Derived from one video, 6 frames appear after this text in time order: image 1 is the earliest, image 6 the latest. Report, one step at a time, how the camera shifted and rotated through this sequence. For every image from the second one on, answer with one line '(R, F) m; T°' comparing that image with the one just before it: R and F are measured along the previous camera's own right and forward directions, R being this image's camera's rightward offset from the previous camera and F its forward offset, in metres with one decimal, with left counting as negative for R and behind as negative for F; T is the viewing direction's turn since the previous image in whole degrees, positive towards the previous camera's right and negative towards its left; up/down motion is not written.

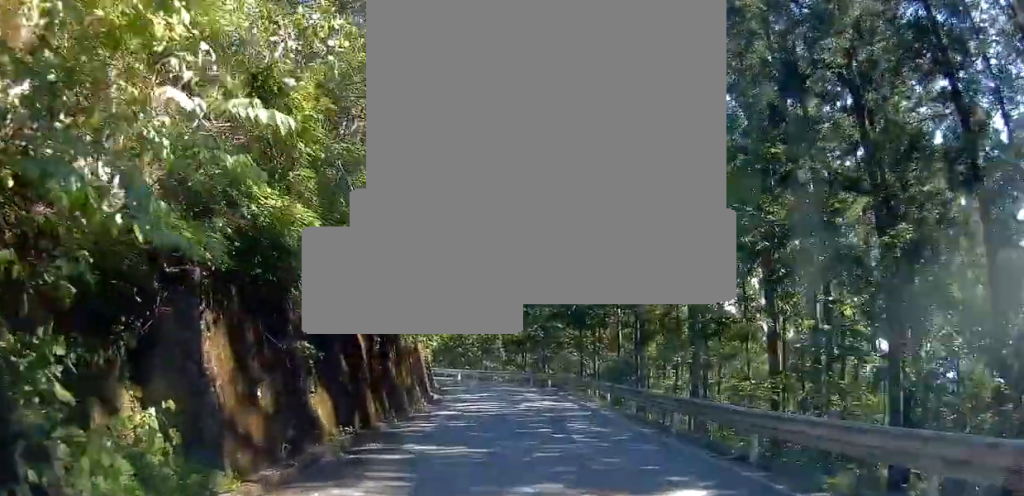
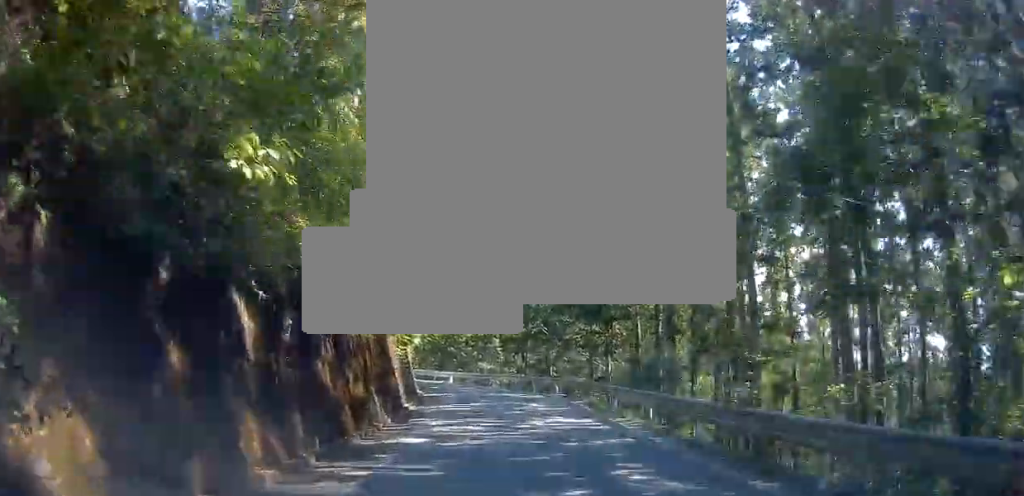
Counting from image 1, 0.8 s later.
(+0.7, +6.1) m; +8°
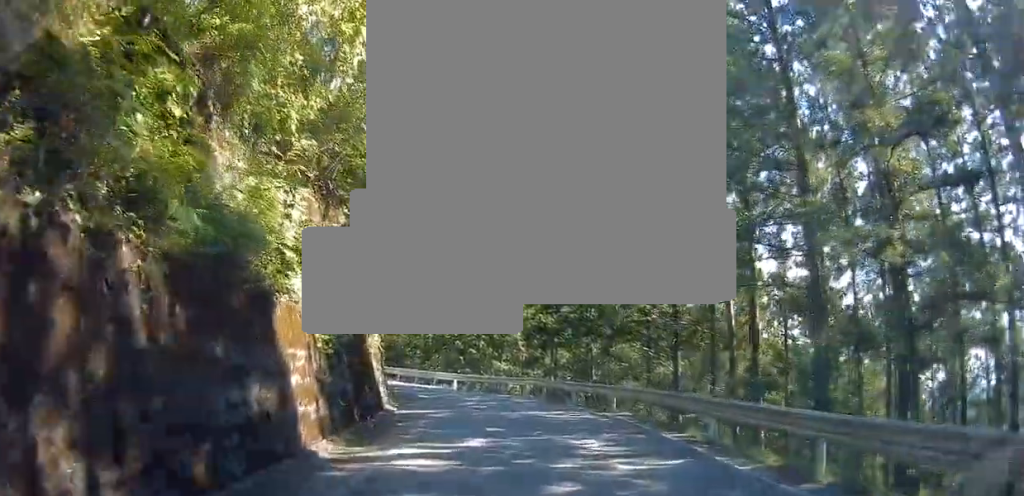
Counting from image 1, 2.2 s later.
(+0.8, +11.3) m; -2°
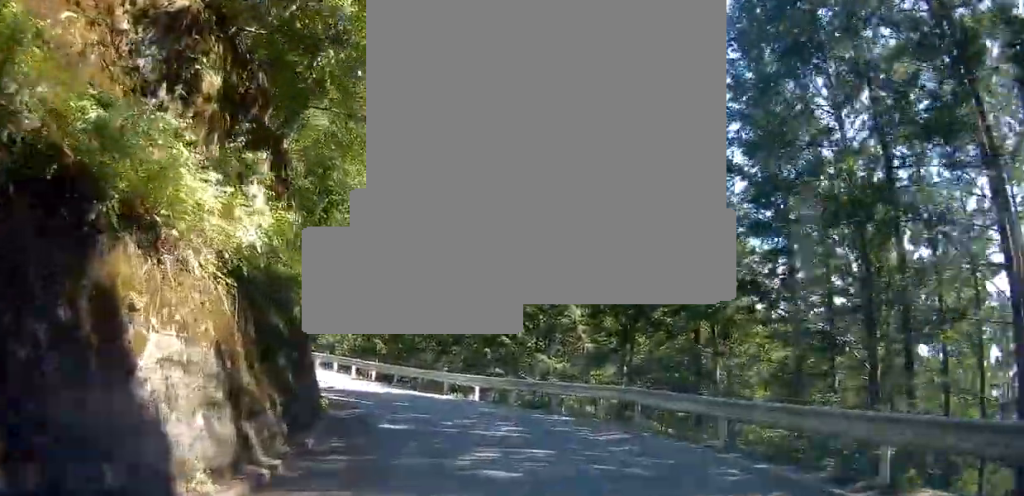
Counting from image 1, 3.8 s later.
(-1.2, +11.9) m; -7°
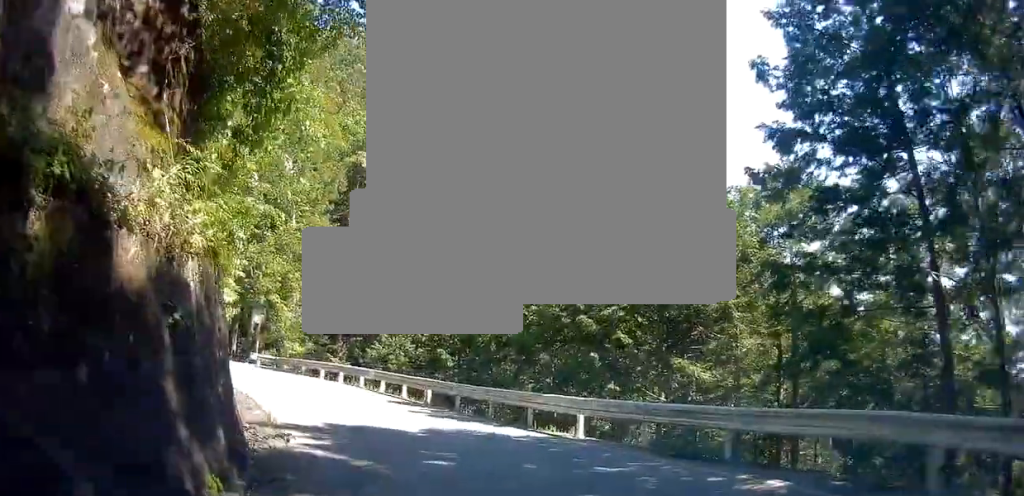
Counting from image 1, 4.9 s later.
(-0.1, +7.1) m; -8°
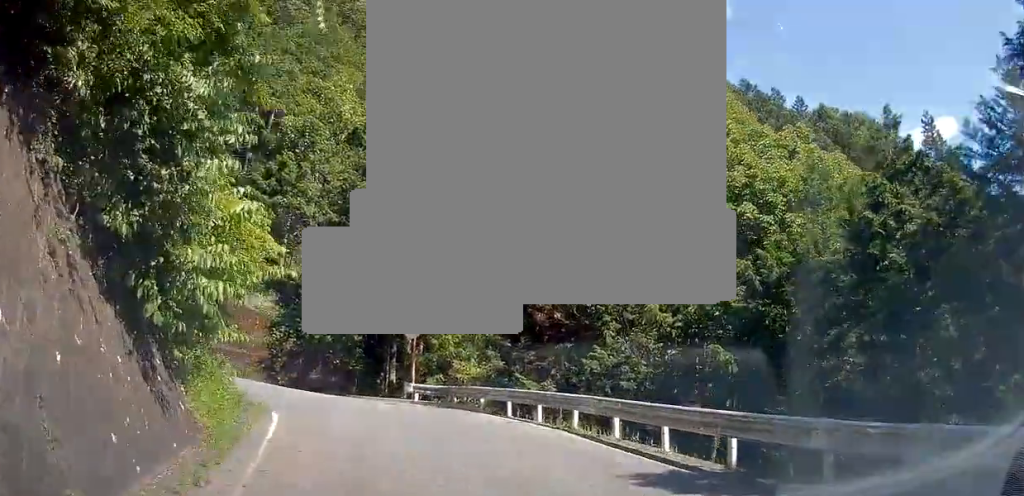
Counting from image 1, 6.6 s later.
(-2.6, +9.4) m; -31°
